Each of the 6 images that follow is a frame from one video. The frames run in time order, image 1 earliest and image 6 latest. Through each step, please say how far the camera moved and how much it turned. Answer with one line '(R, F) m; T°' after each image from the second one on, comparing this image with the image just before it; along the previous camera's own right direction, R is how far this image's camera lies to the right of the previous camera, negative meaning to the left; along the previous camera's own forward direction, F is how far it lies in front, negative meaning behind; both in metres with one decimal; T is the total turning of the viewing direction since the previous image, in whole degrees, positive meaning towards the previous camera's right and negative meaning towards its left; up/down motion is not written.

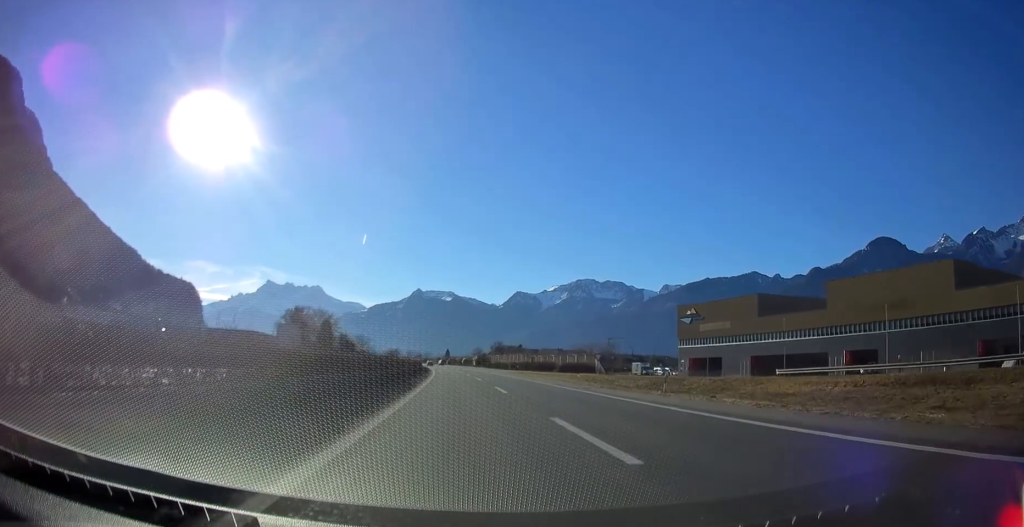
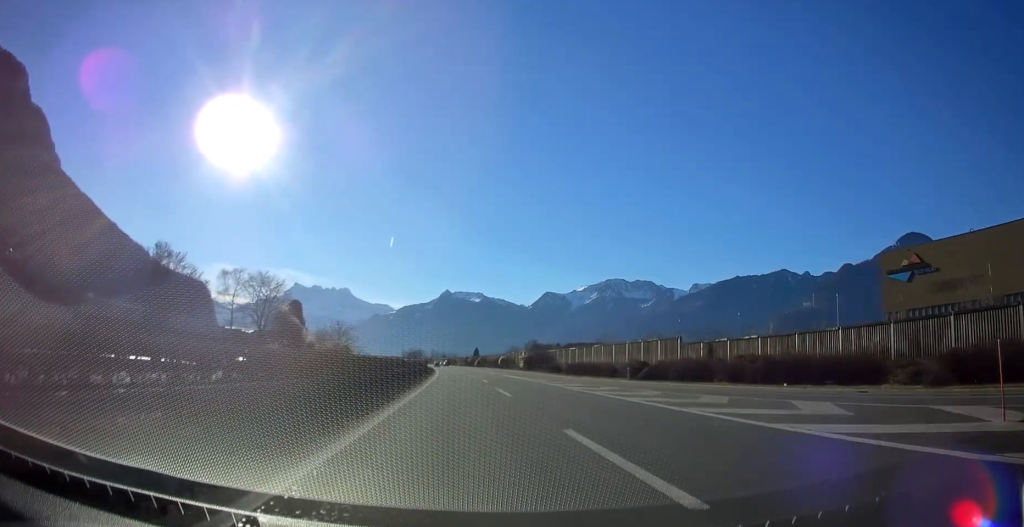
(-1.4, +76.6) m; -2°
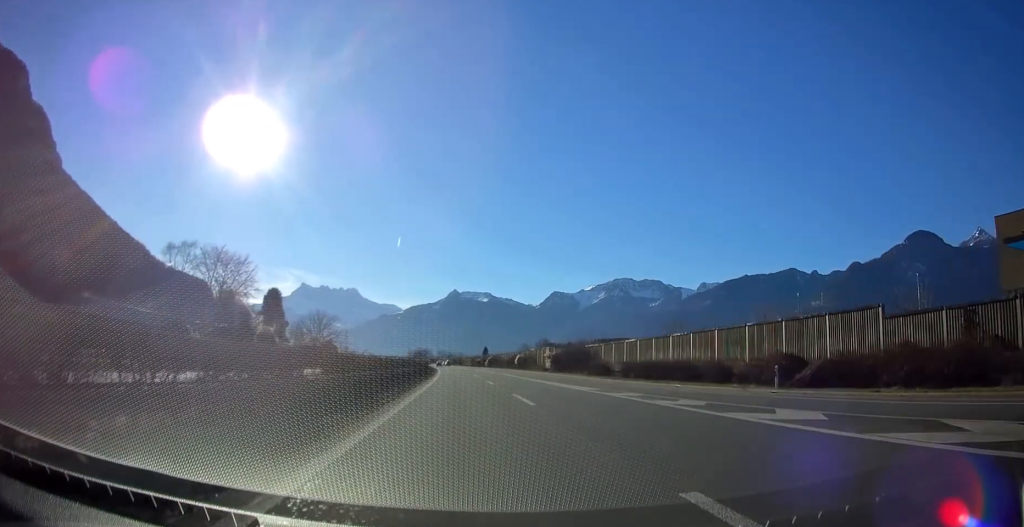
(-0.3, +24.8) m; -1°
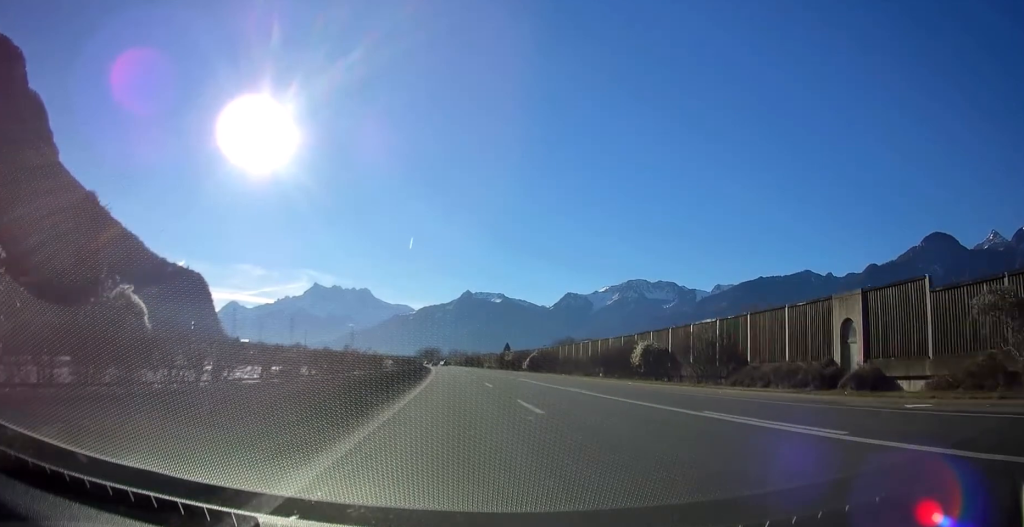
(-1.3, +75.3) m; -1°
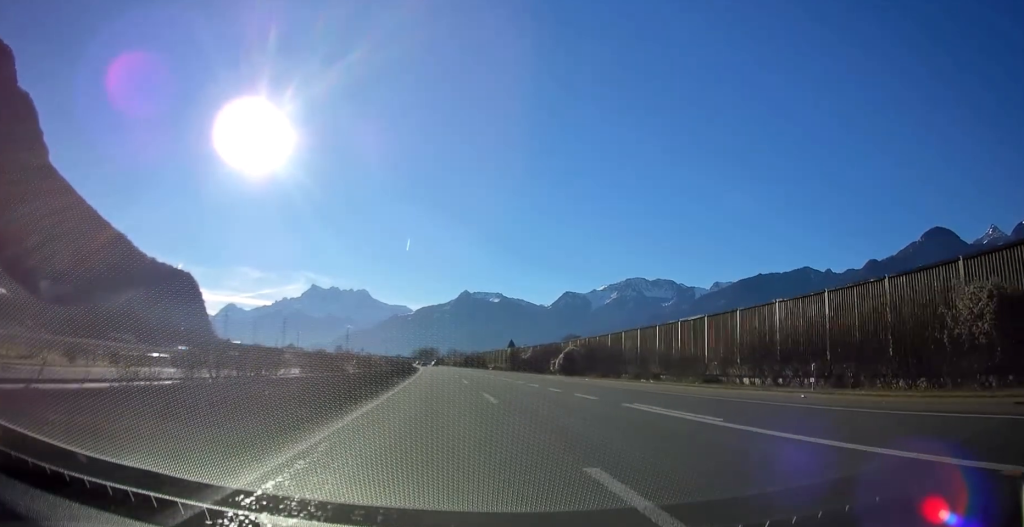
(-0.1, +32.7) m; 0°
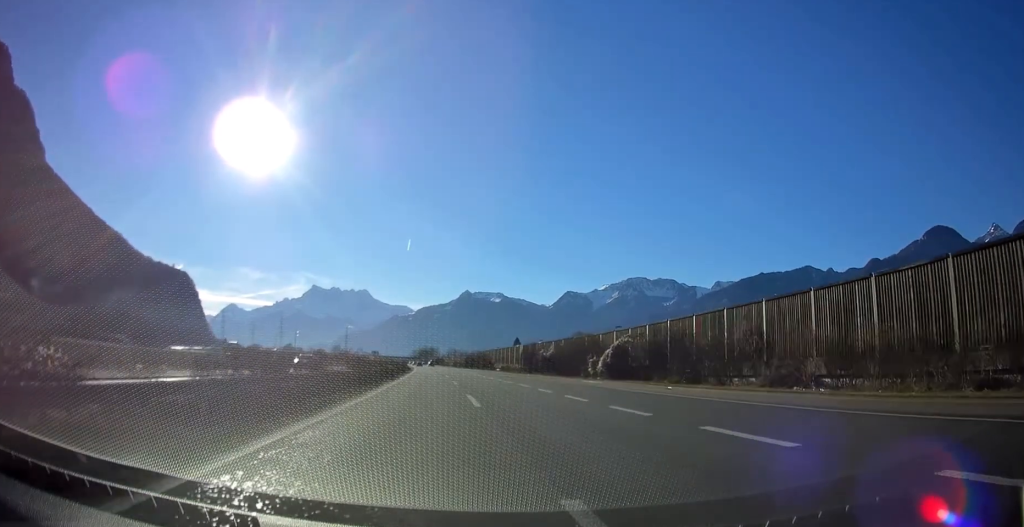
(0.0, +19.1) m; 0°
